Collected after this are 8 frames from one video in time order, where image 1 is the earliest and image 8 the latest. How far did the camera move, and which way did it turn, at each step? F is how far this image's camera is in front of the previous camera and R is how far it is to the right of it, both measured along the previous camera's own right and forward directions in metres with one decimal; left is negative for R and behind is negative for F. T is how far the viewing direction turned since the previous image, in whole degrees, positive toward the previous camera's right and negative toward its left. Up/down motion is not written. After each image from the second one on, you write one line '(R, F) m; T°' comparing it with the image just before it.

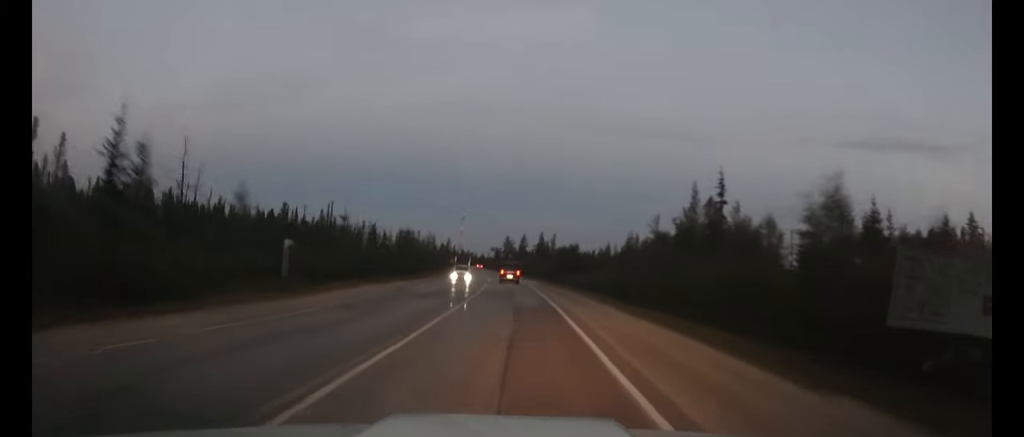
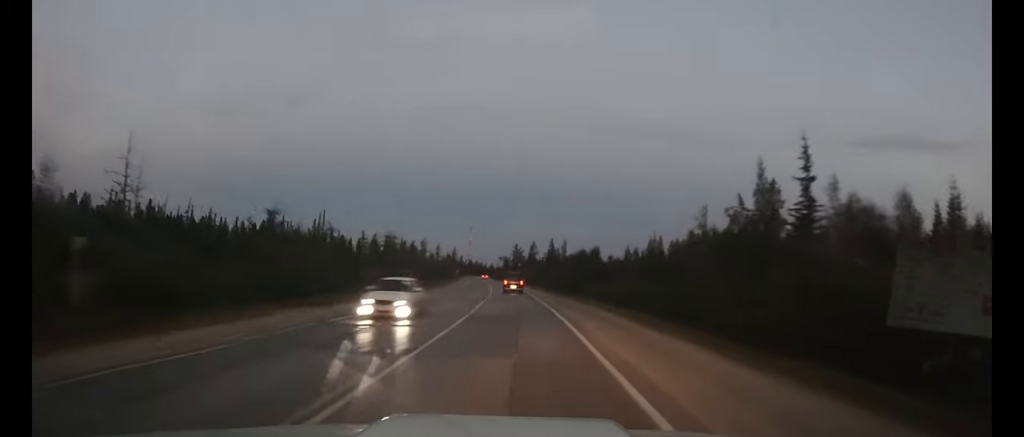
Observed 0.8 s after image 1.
(-0.1, +12.6) m; -1°
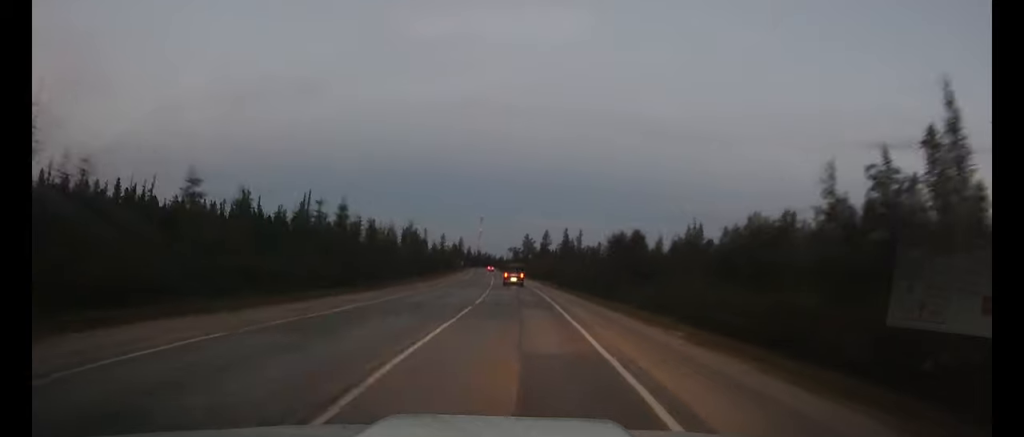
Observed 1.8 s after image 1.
(-0.2, +17.5) m; -1°
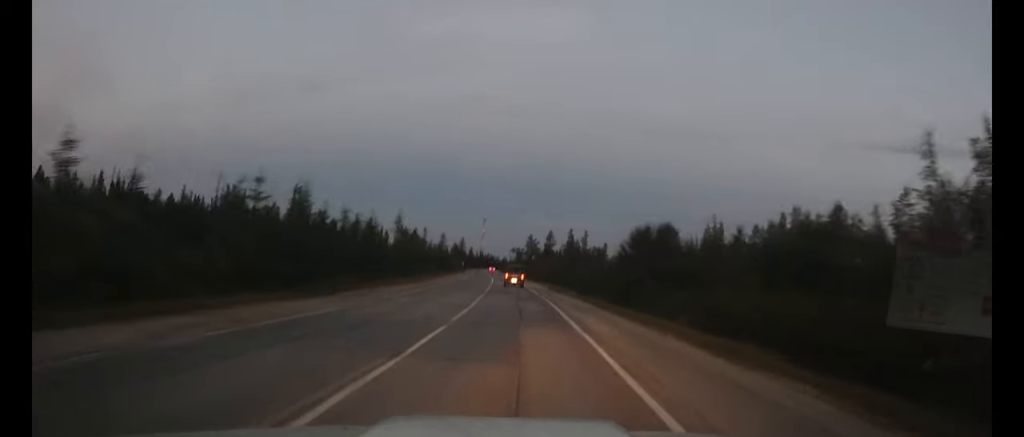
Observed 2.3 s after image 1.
(-0.1, +7.7) m; 0°
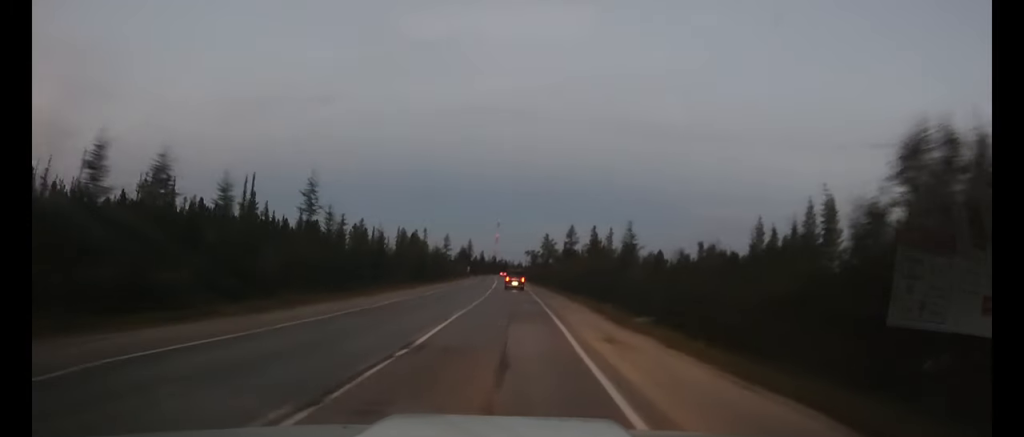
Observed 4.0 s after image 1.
(-0.2, +27.3) m; -1°
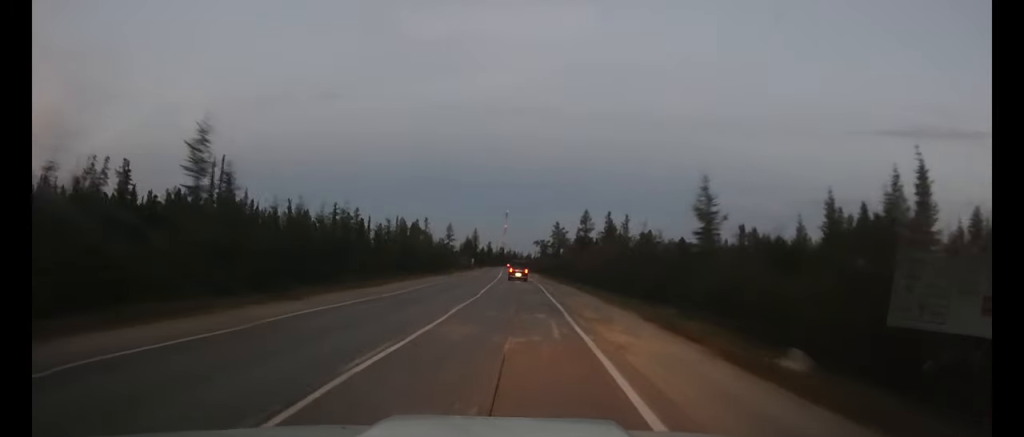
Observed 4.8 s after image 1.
(-0.1, +13.1) m; -1°
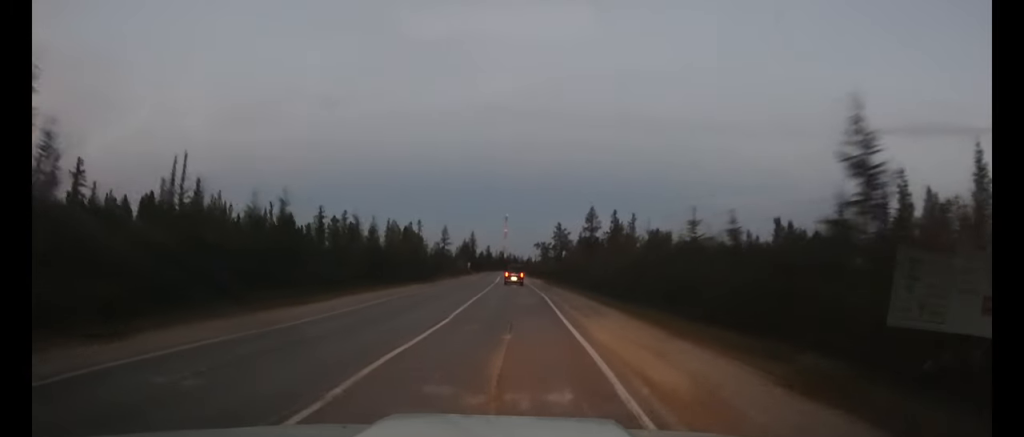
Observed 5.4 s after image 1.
(-0.1, +10.4) m; -1°
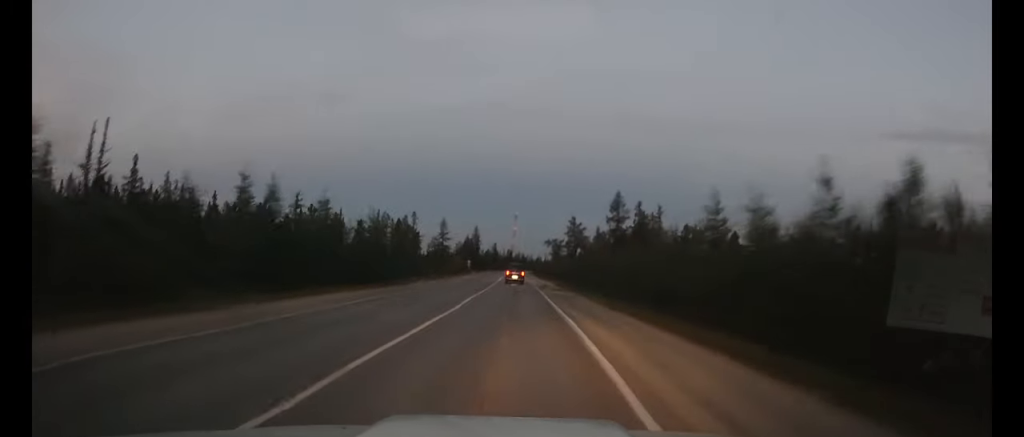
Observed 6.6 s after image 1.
(-0.1, +19.7) m; -1°
